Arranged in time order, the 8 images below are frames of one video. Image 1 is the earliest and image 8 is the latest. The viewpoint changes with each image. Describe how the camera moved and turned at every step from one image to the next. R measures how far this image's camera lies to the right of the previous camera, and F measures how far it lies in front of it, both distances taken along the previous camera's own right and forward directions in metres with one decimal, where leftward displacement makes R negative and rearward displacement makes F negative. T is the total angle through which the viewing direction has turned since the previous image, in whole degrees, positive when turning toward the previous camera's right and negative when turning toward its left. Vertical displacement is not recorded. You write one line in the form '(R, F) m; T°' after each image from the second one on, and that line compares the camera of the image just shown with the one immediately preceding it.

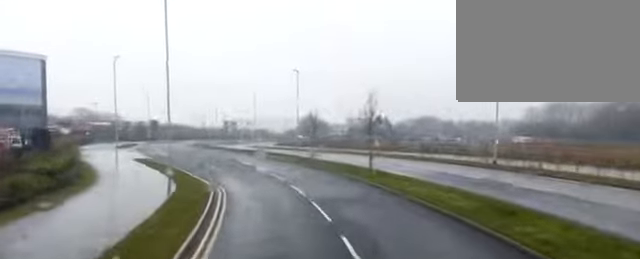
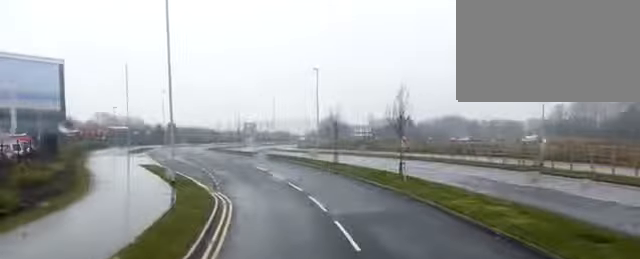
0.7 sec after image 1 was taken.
(-0.1, +5.2) m; -2°
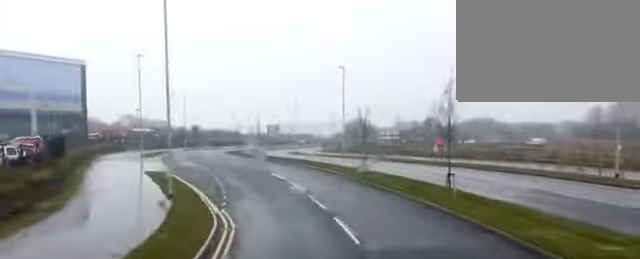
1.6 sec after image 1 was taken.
(-0.1, +6.8) m; -3°
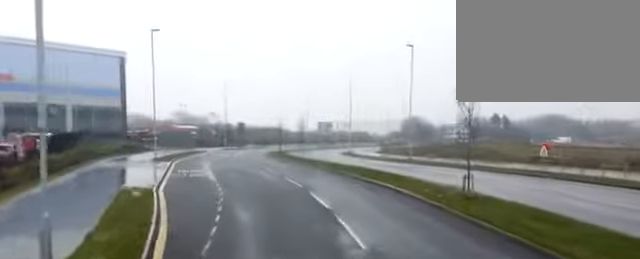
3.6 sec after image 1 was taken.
(-0.6, +18.0) m; -2°
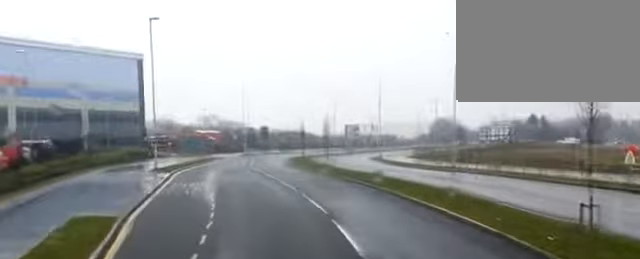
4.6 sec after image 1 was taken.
(0.0, +9.2) m; 0°
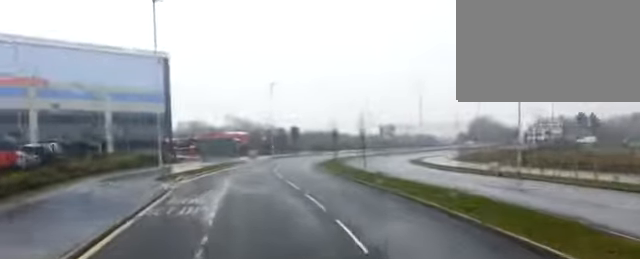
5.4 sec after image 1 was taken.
(0.0, +8.3) m; -4°
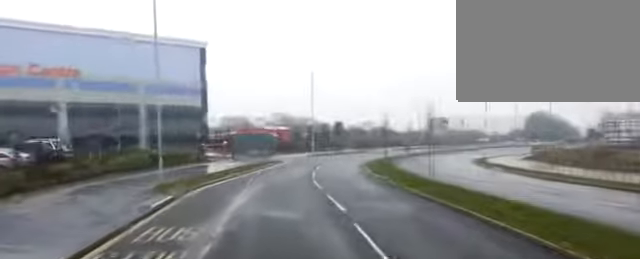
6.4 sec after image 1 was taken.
(-0.6, +9.9) m; -5°
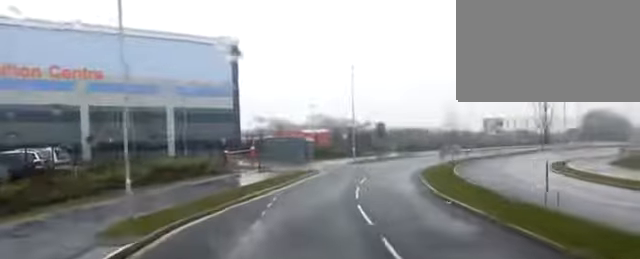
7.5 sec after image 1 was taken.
(-0.3, +10.3) m; -4°
